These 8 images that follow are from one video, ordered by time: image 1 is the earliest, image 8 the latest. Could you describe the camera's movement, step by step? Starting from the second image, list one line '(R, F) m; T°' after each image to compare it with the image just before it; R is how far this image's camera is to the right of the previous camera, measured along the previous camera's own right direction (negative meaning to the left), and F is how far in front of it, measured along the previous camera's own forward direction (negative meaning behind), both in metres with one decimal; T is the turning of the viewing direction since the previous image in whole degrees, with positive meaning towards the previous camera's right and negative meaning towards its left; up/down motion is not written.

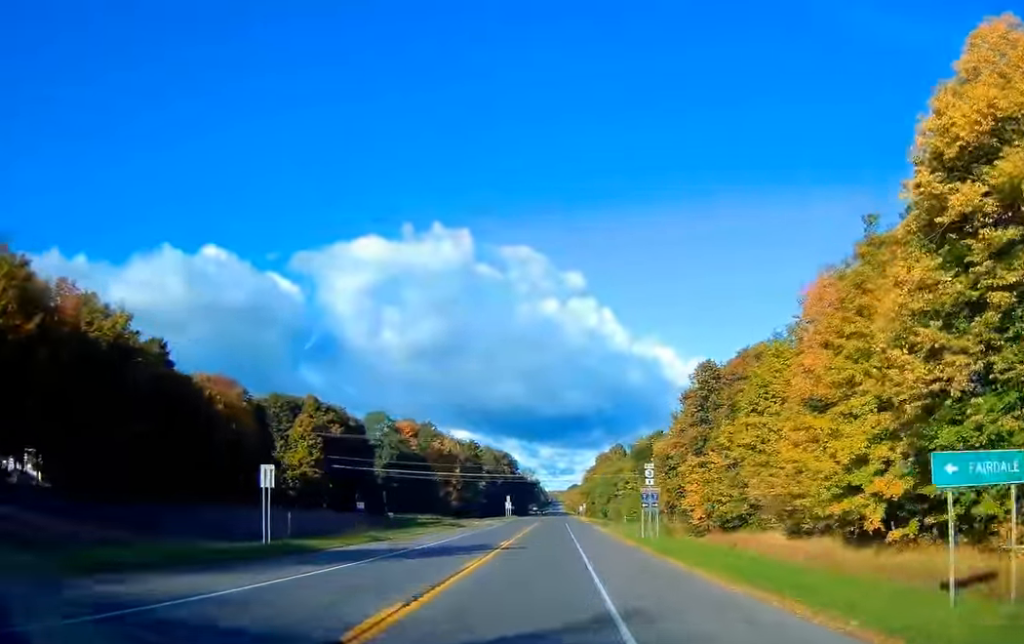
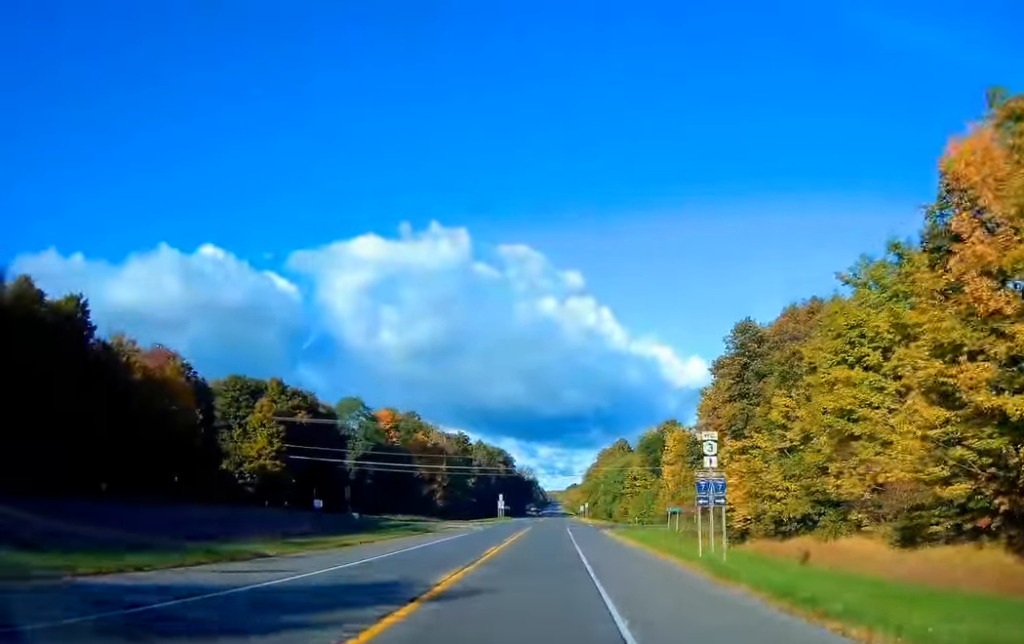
(-0.1, +18.0) m; 0°
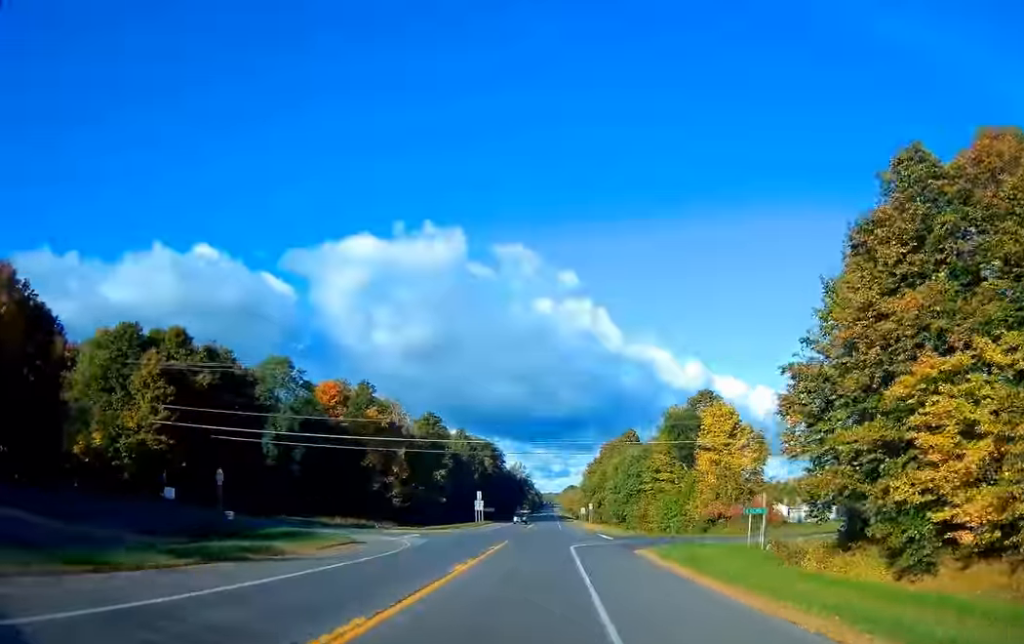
(0.0, +32.7) m; +1°
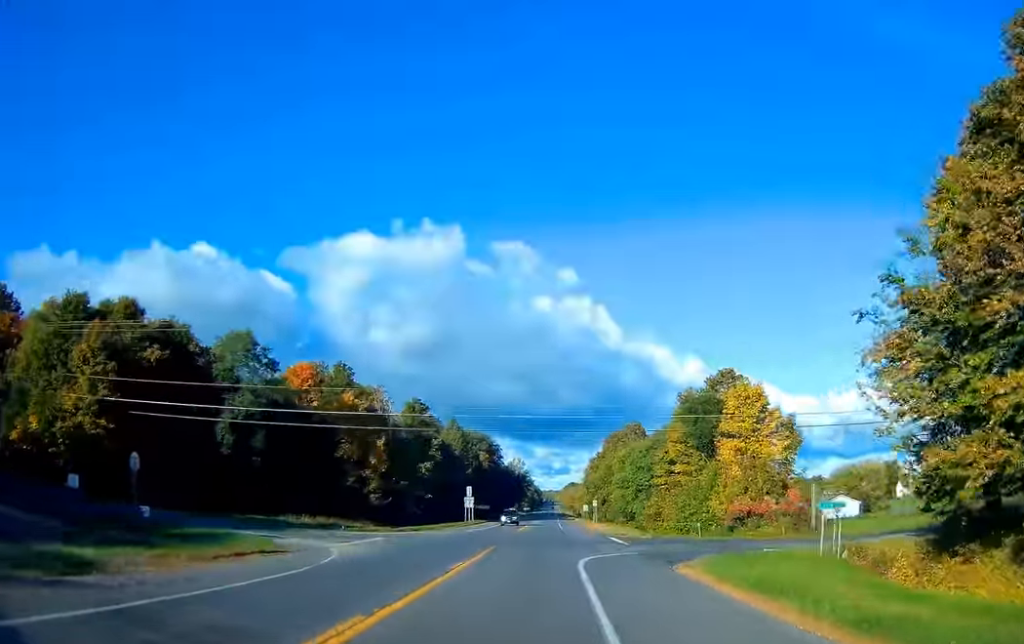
(+0.1, +12.6) m; 0°
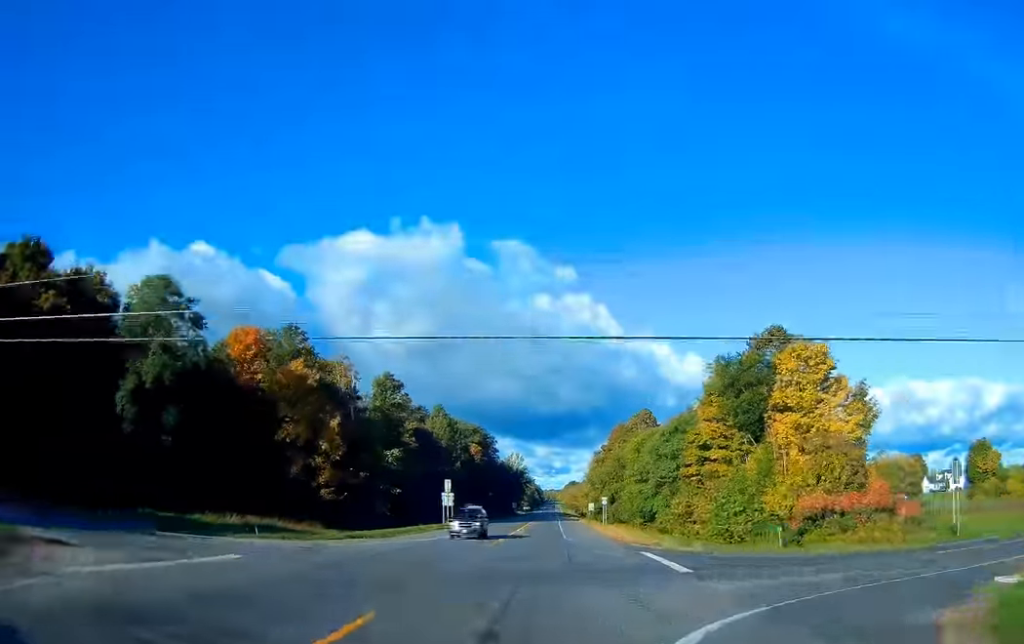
(0.0, +18.8) m; 0°
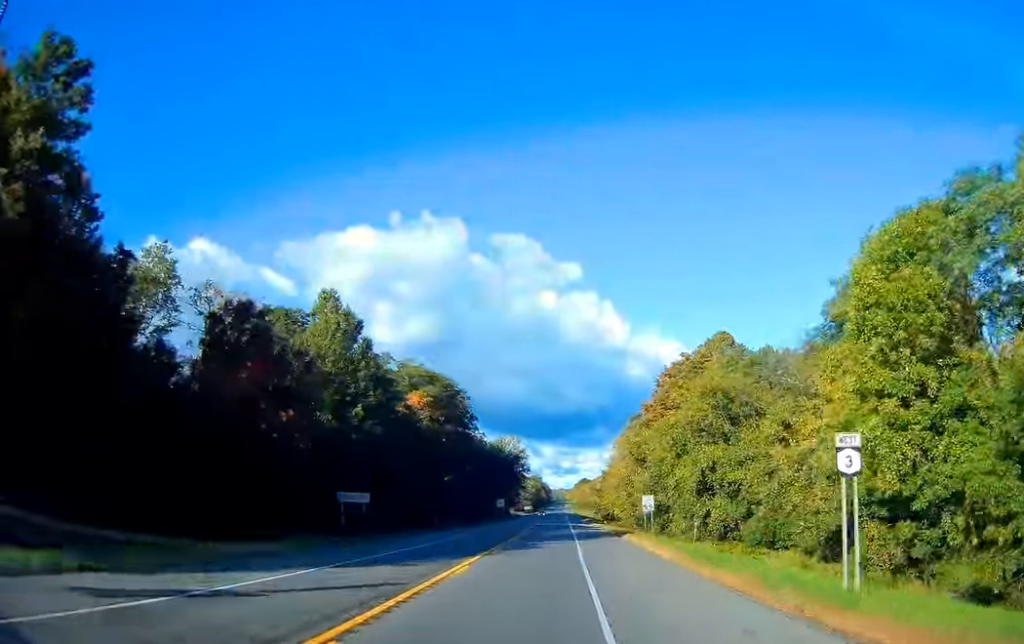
(-1.0, +70.9) m; -1°
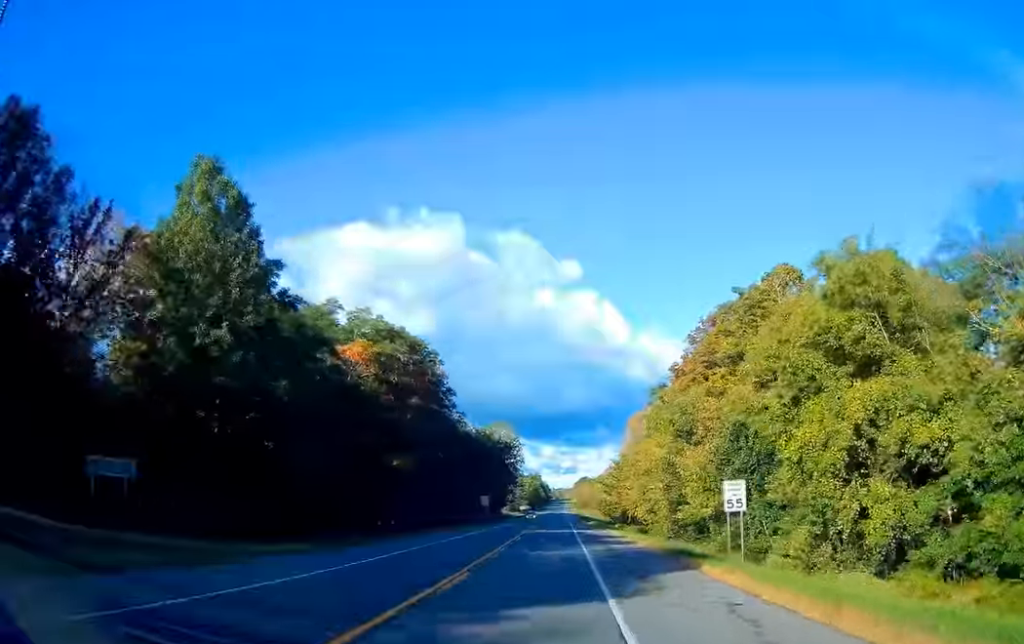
(0.0, +26.9) m; 0°
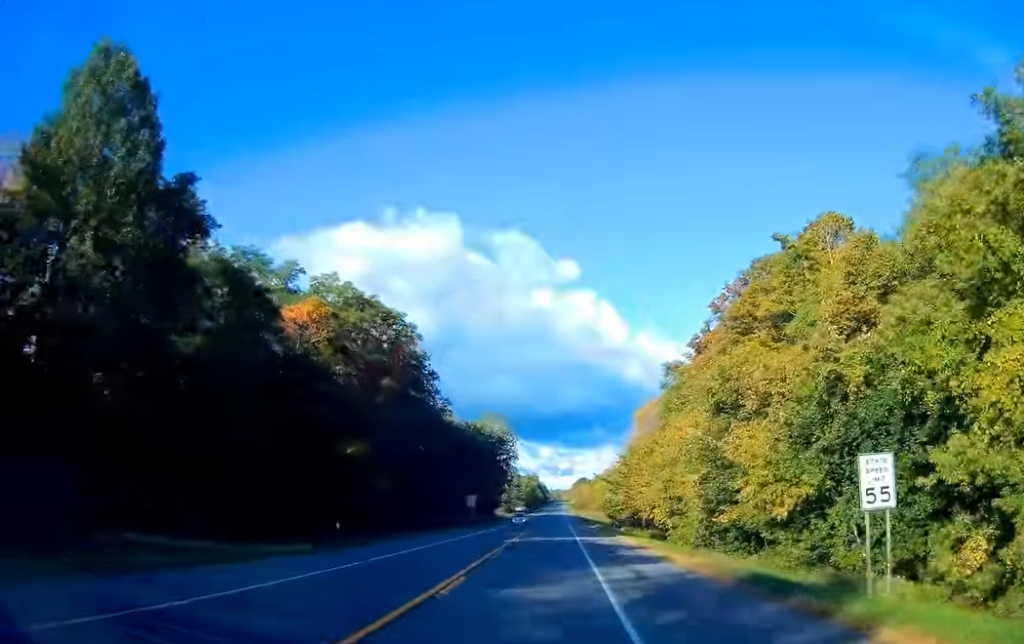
(-0.2, +12.4) m; 0°
